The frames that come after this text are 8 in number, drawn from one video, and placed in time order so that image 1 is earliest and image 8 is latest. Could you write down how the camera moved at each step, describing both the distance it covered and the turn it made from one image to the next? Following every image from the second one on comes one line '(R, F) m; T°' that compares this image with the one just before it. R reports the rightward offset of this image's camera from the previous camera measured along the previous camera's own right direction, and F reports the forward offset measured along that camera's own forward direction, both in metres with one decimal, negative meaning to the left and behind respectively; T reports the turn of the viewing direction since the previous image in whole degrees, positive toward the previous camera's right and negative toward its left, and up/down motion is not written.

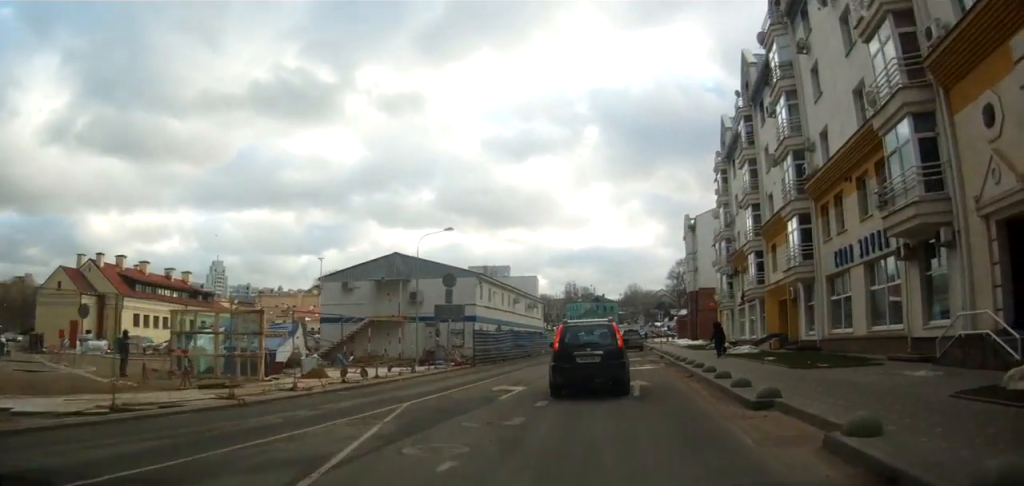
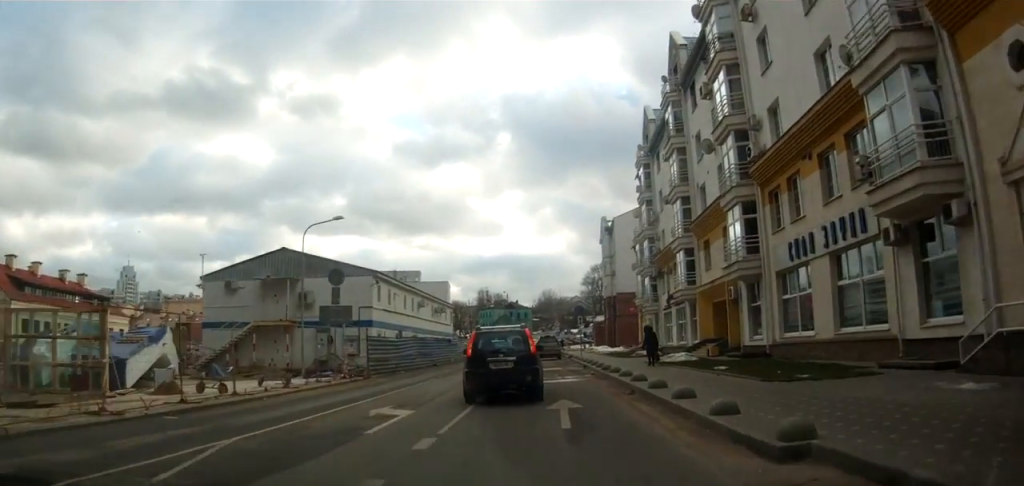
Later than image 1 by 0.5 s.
(-0.1, +3.6) m; 0°
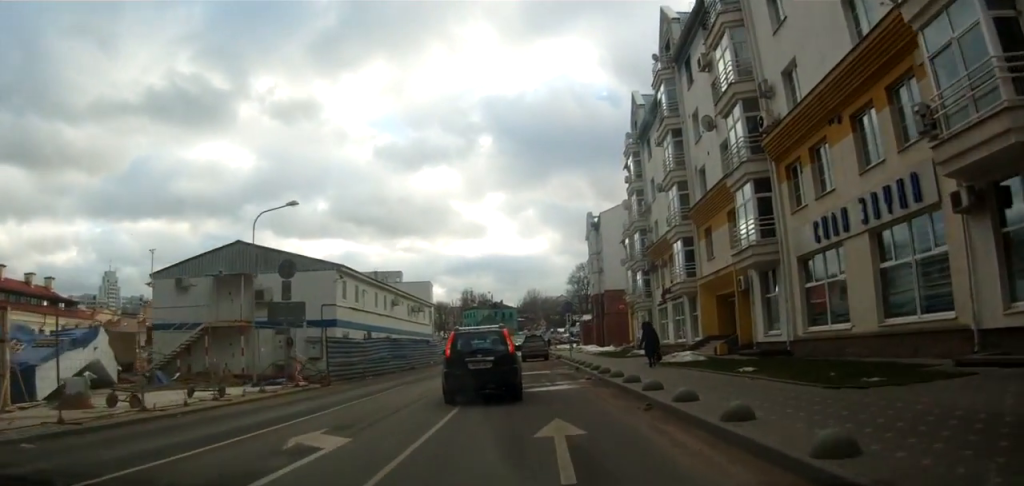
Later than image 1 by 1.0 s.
(0.0, +3.1) m; -1°
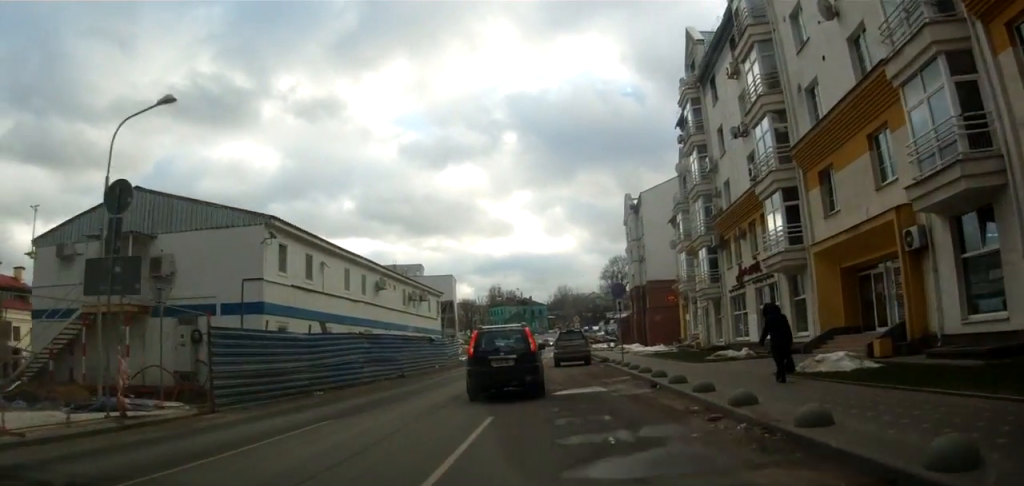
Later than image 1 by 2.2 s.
(-0.2, +9.3) m; +4°
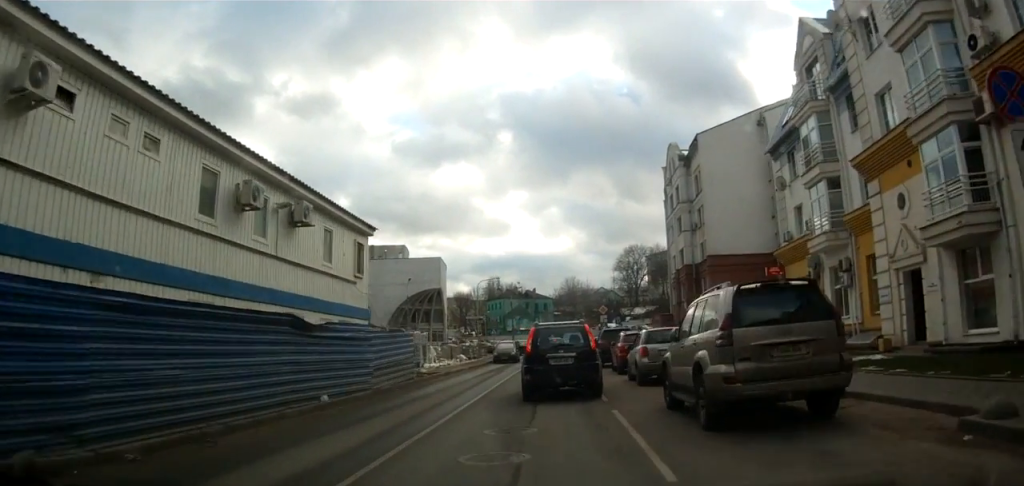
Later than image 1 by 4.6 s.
(+4.5, +23.9) m; +10°
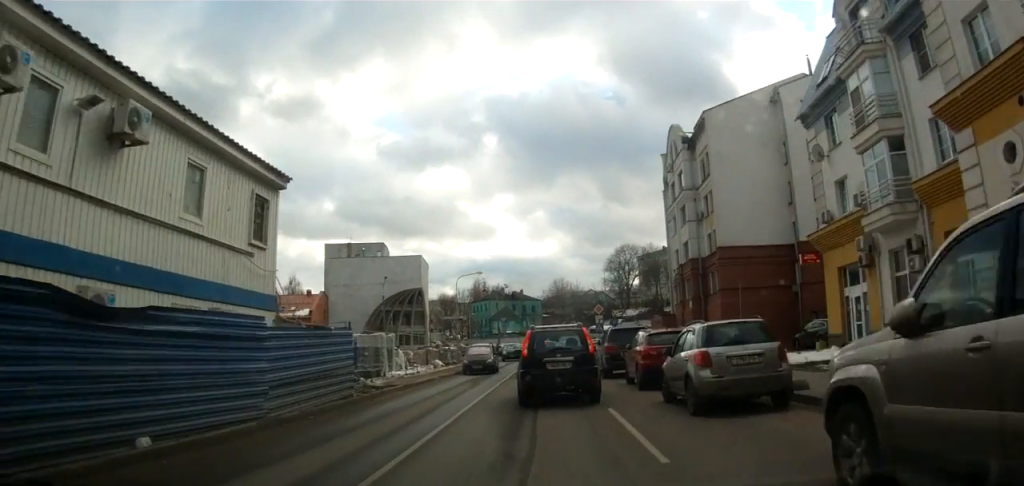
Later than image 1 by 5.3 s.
(-0.6, +8.3) m; -6°
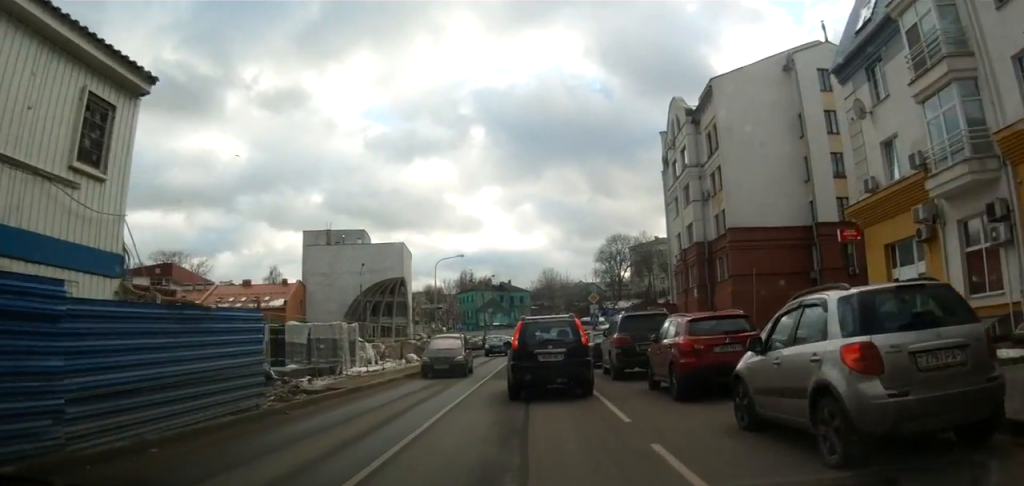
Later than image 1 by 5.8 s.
(-0.2, +6.5) m; -2°
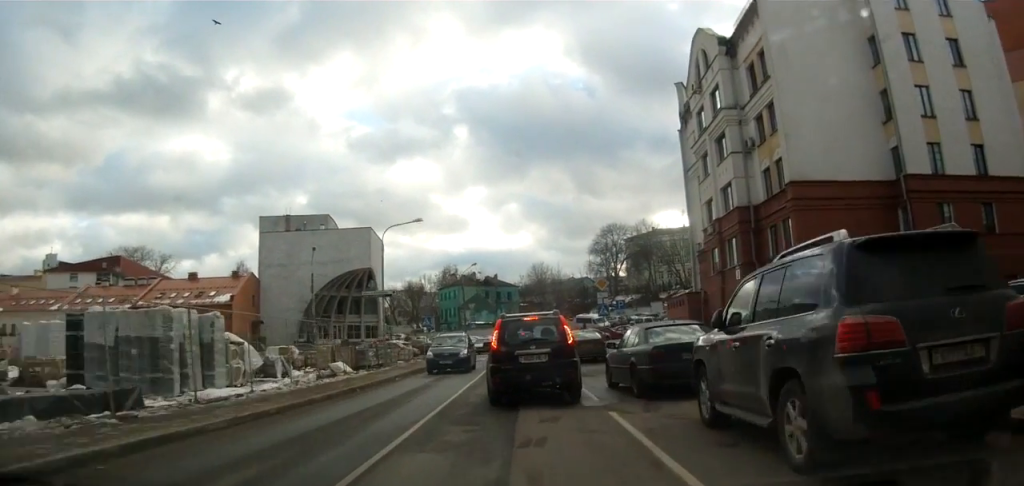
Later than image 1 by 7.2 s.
(-0.1, +18.2) m; +5°
